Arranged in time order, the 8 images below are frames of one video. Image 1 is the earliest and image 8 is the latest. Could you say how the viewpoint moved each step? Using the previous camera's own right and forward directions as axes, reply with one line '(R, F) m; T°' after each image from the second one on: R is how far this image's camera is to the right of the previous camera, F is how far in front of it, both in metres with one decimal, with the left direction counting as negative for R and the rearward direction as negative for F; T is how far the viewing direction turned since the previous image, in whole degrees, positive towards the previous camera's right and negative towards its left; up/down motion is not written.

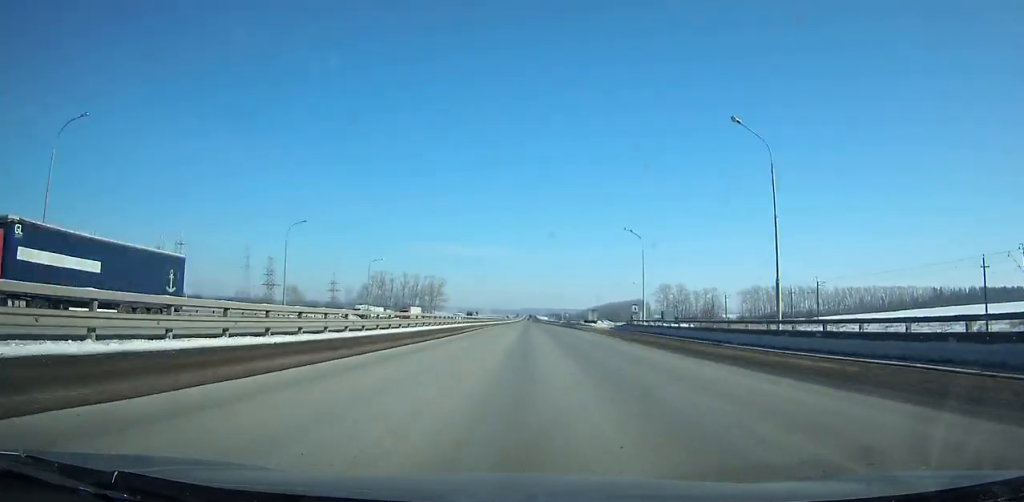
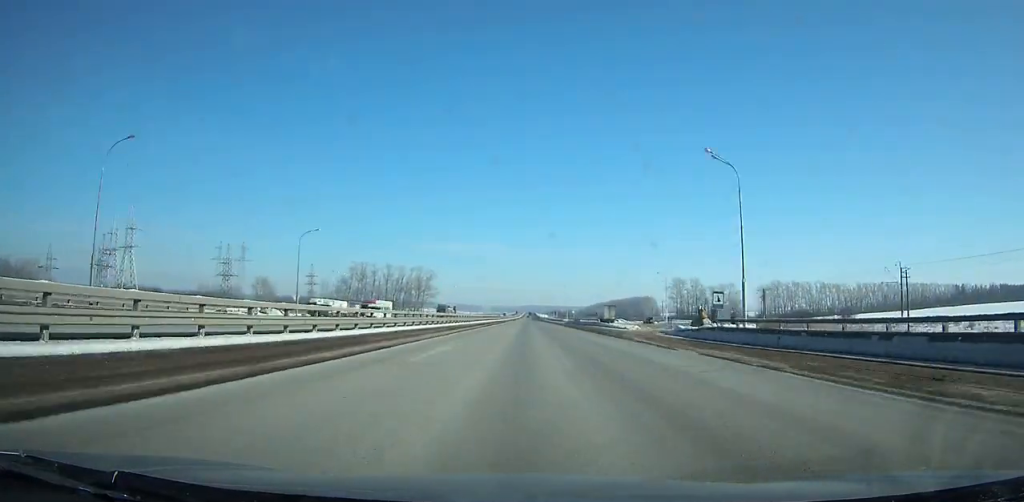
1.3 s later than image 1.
(-0.1, +34.2) m; 0°
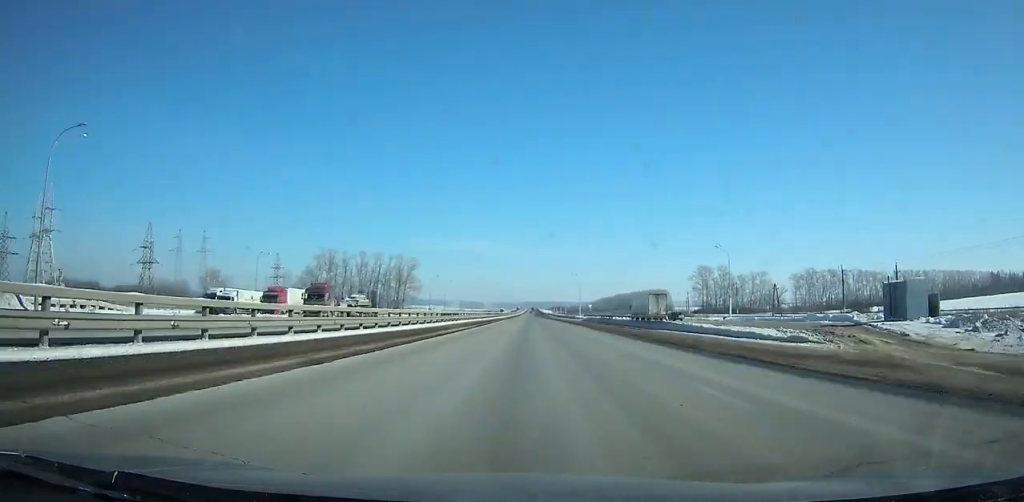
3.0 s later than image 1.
(-0.1, +44.5) m; 0°
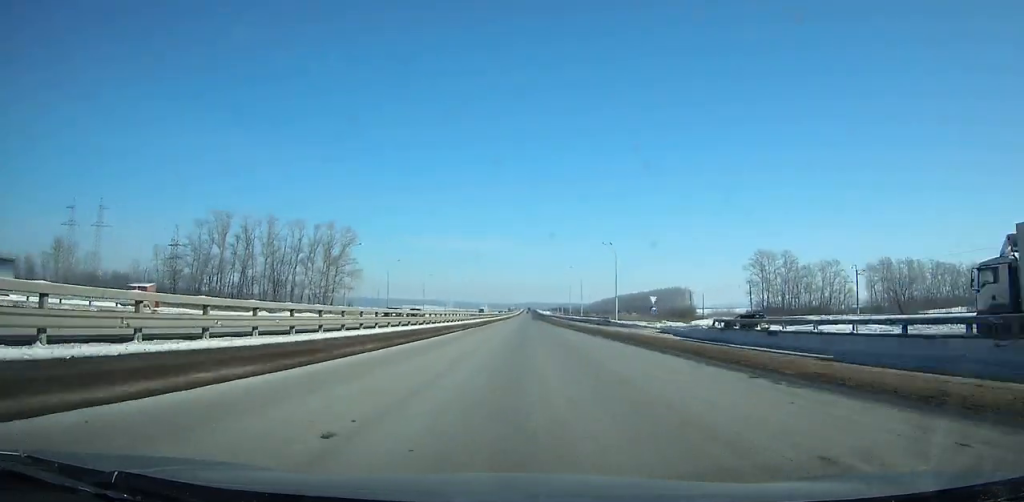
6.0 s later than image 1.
(+0.2, +77.8) m; 0°
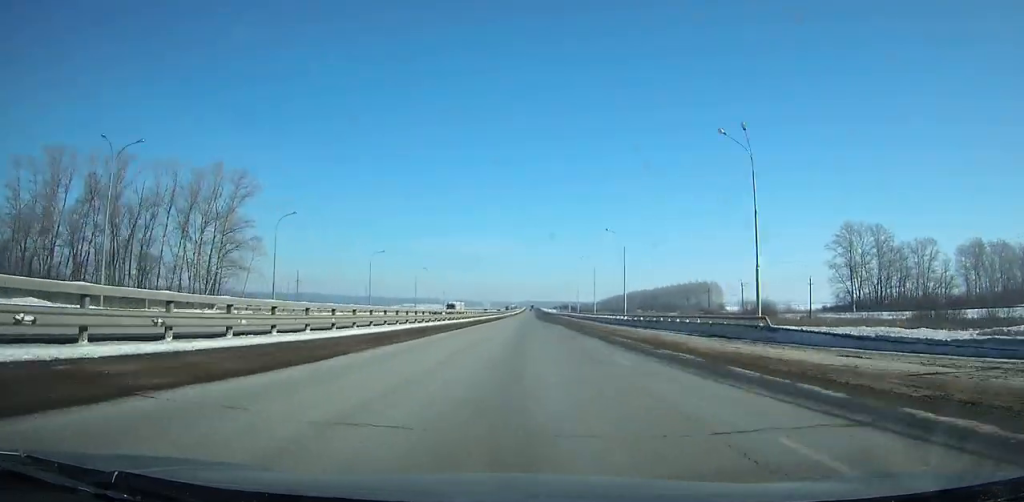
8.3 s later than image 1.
(-0.1, +59.2) m; 0°
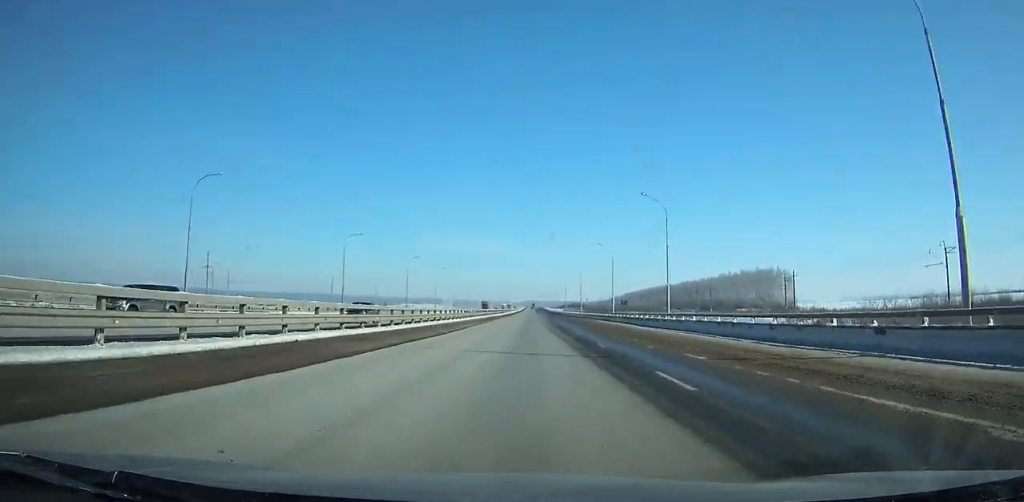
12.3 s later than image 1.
(-0.4, +102.5) m; 0°
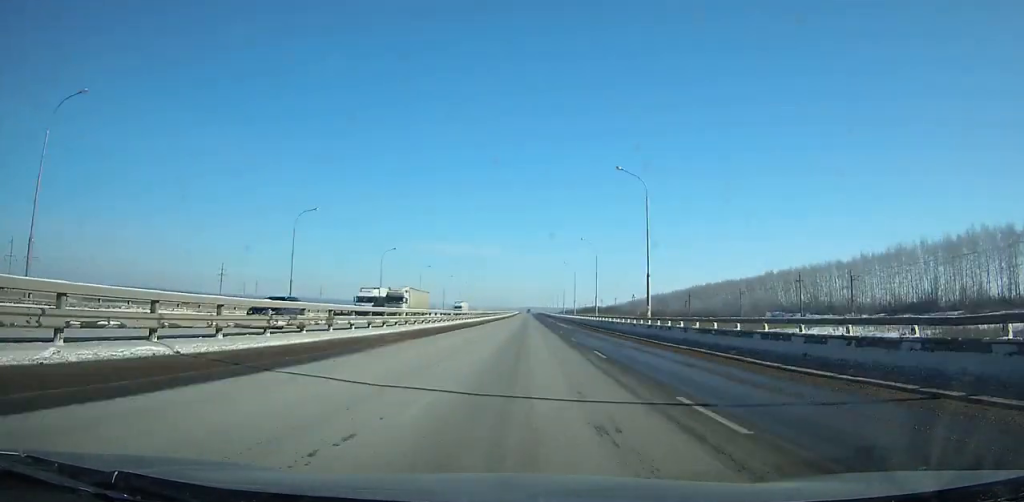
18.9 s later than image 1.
(+0.7, +170.9) m; 0°
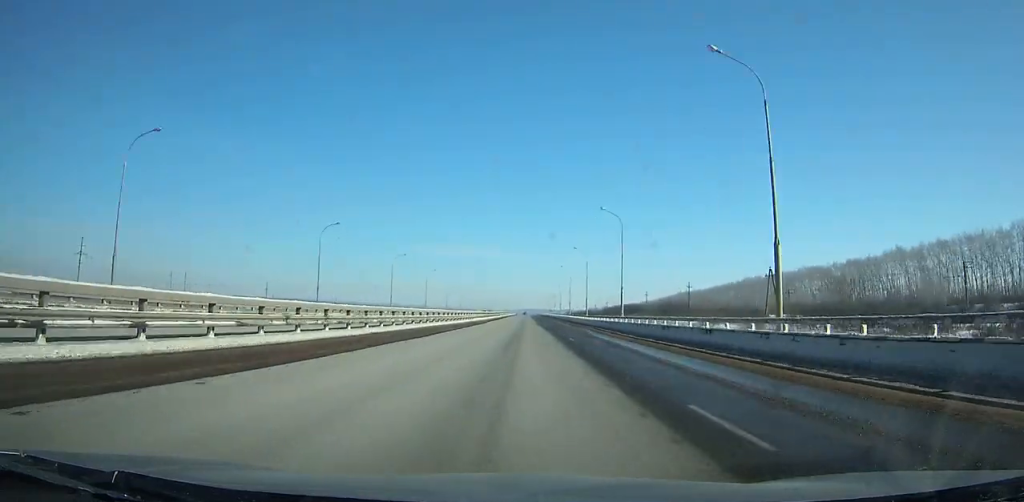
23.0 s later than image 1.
(0.0, +108.2) m; 0°
